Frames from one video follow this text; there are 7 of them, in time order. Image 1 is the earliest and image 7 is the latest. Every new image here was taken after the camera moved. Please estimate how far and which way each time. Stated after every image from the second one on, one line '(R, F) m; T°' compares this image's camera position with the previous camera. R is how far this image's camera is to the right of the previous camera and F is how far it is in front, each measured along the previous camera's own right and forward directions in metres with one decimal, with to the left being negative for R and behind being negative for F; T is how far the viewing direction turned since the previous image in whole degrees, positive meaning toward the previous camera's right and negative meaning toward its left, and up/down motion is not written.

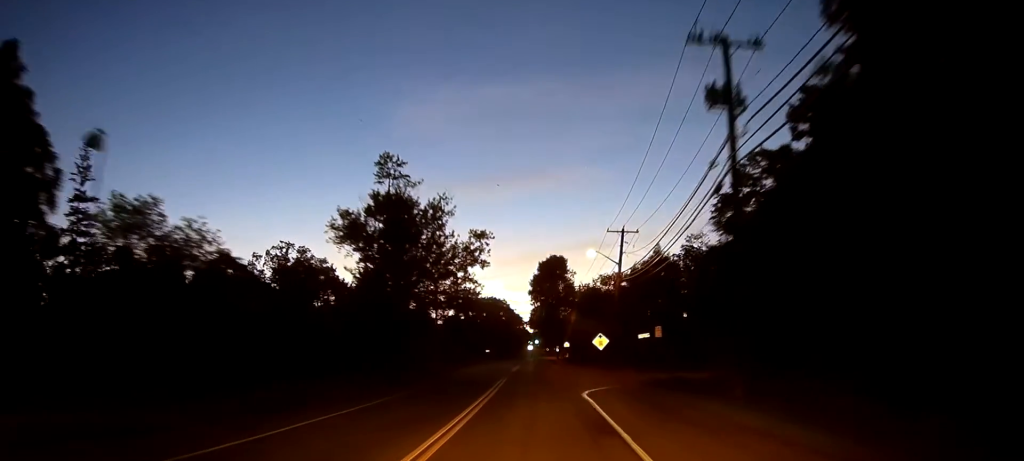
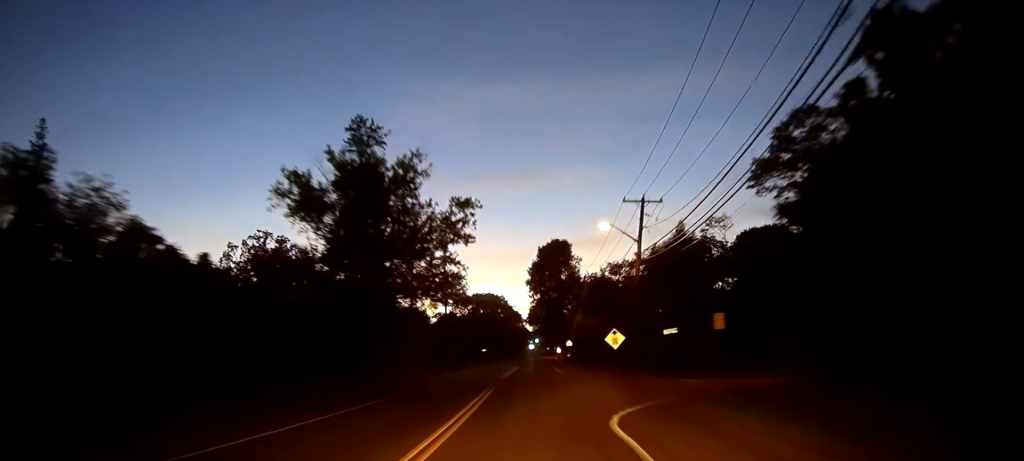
(0.0, +10.1) m; 0°
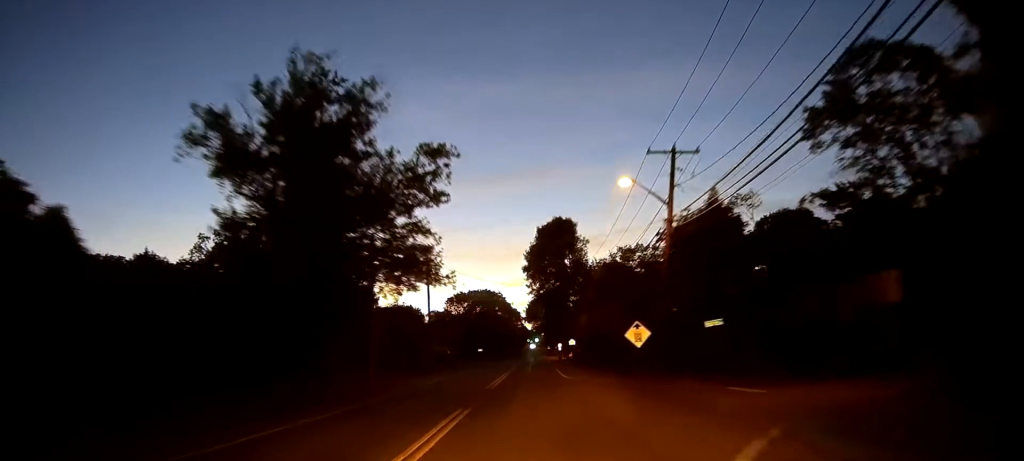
(0.0, +10.0) m; 0°
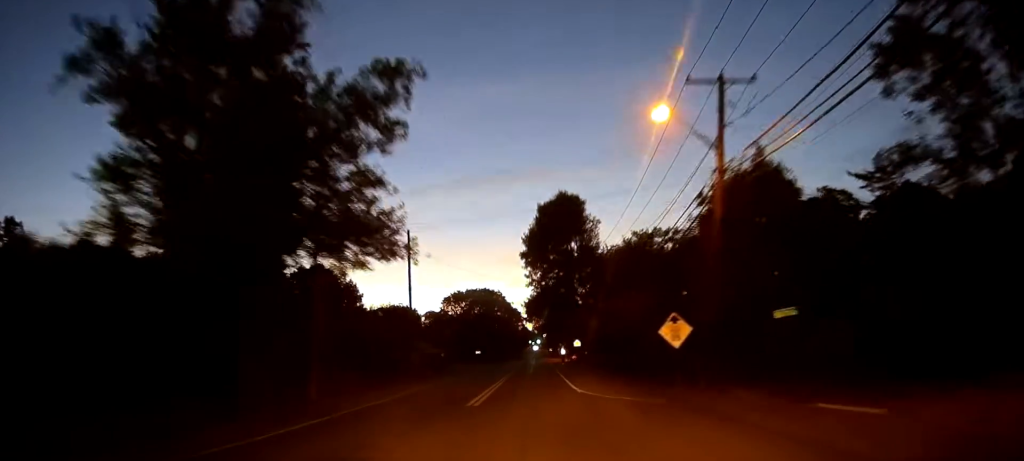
(0.0, +8.7) m; 0°
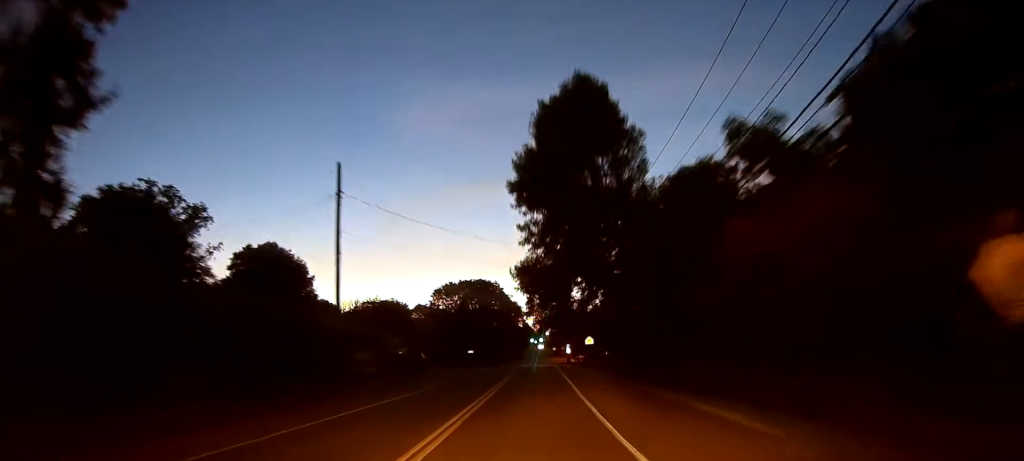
(0.0, +18.1) m; 0°
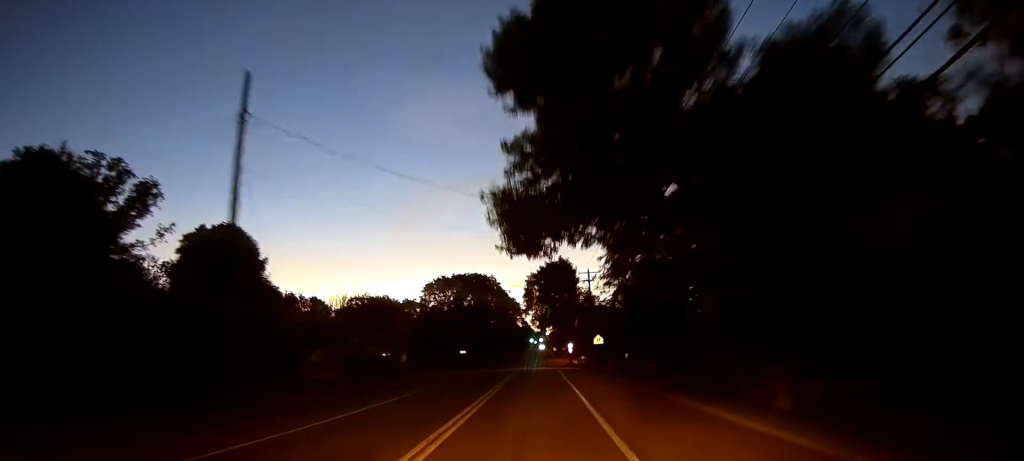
(0.0, +11.2) m; 0°
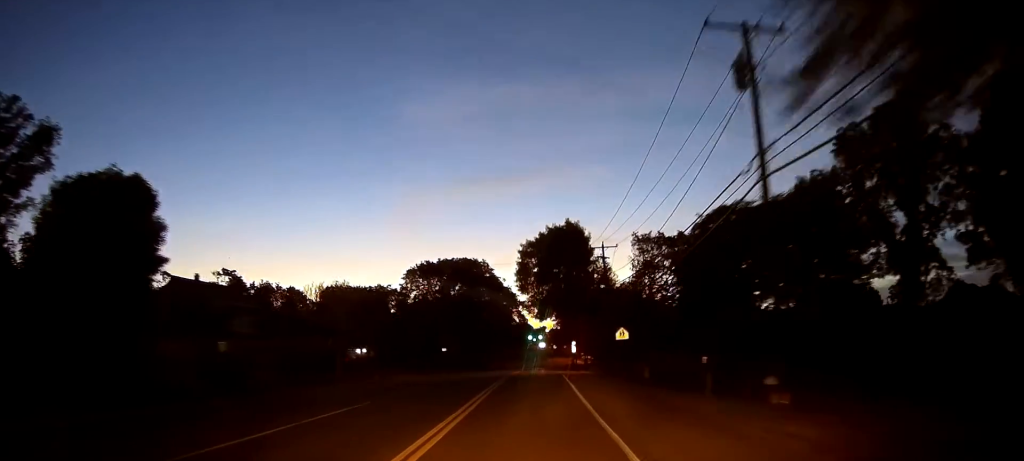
(0.0, +17.8) m; 0°
